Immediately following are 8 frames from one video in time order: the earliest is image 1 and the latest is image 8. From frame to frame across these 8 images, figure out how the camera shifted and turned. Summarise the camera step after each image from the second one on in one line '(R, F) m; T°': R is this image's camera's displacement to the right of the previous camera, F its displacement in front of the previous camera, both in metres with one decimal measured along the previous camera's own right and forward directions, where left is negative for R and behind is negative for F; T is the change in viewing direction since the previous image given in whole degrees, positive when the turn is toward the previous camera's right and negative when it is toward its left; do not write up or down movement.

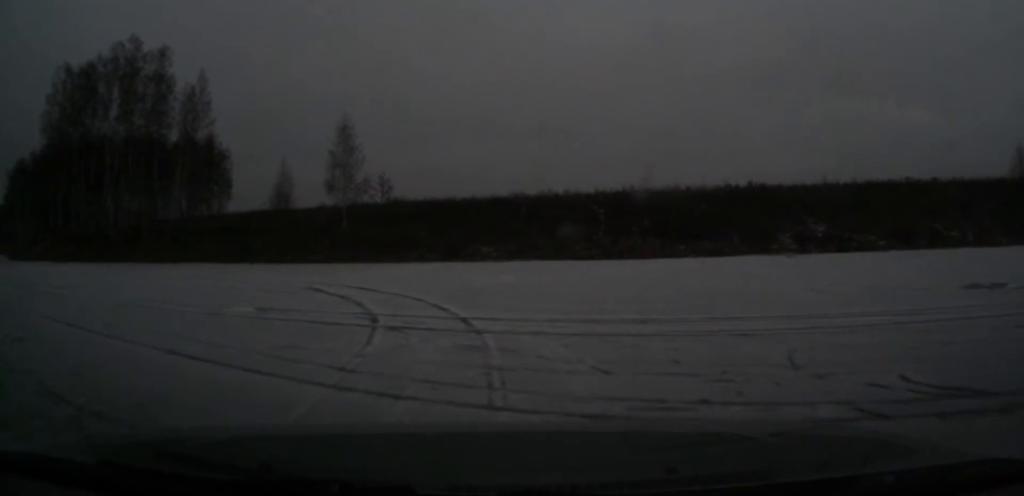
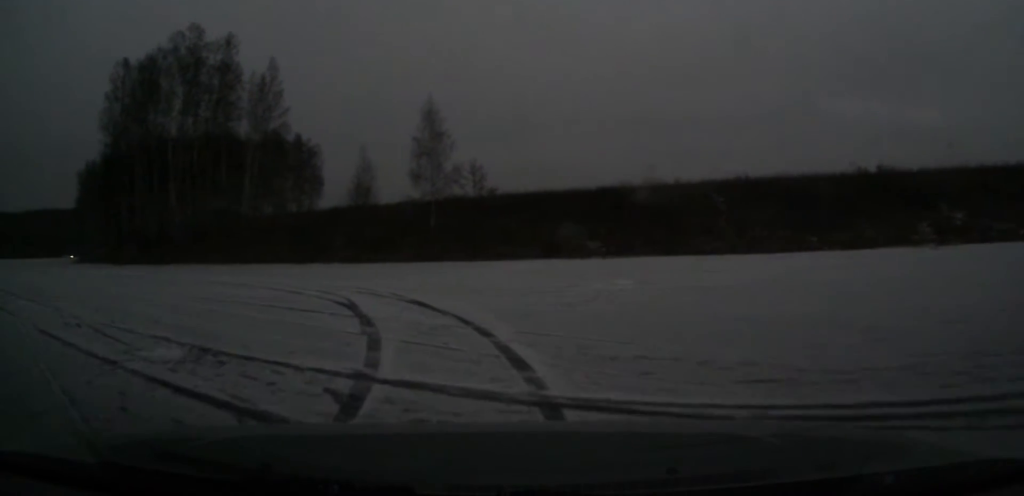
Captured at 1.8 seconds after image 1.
(-0.3, +6.6) m; -15°
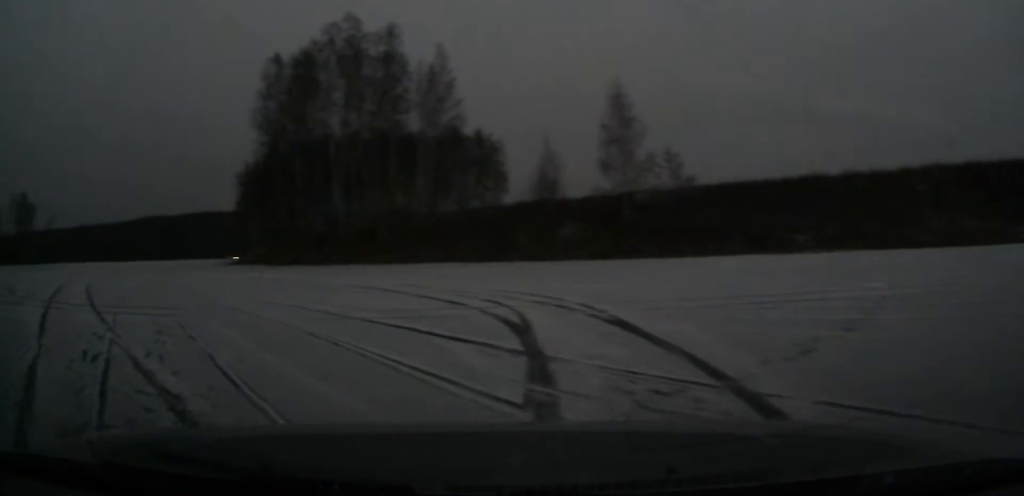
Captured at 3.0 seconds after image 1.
(-0.8, +4.4) m; -15°
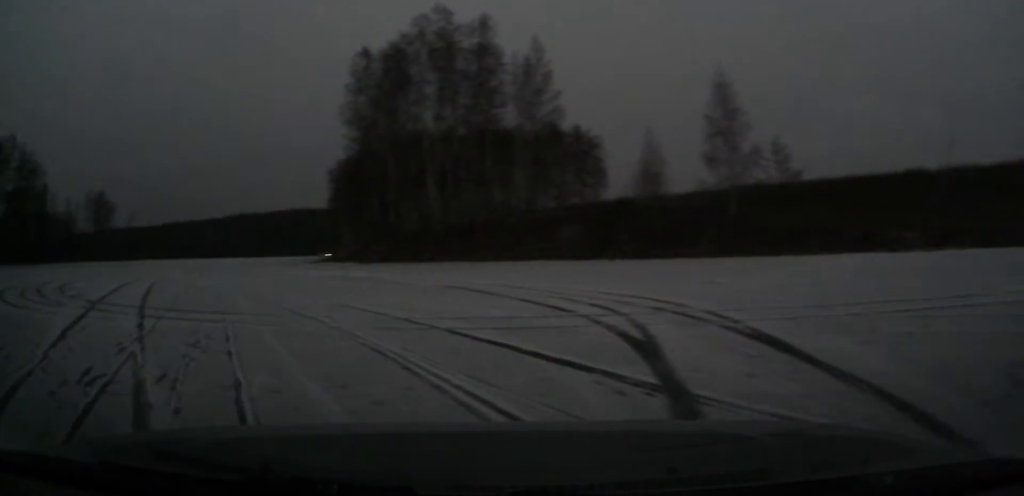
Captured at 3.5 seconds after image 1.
(+0.1, +2.0) m; -7°
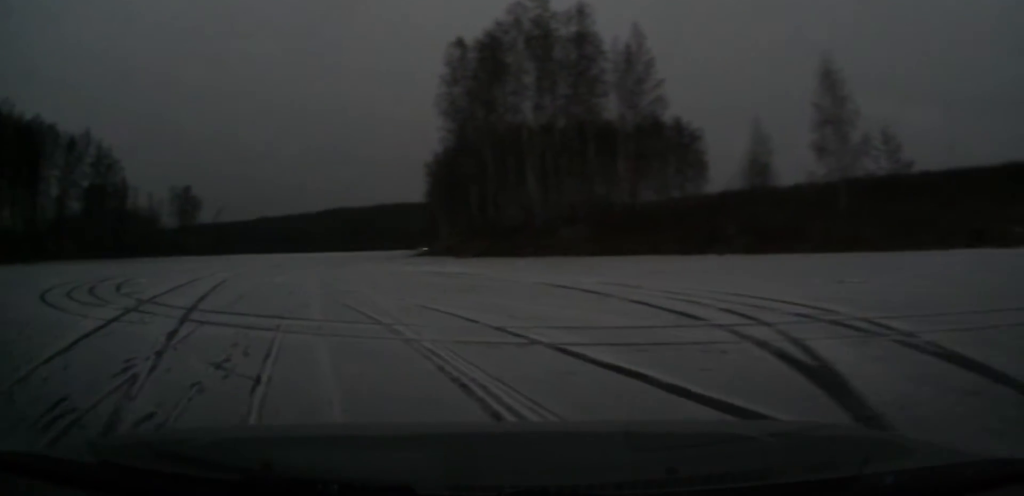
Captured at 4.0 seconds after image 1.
(-0.2, +2.0) m; -7°
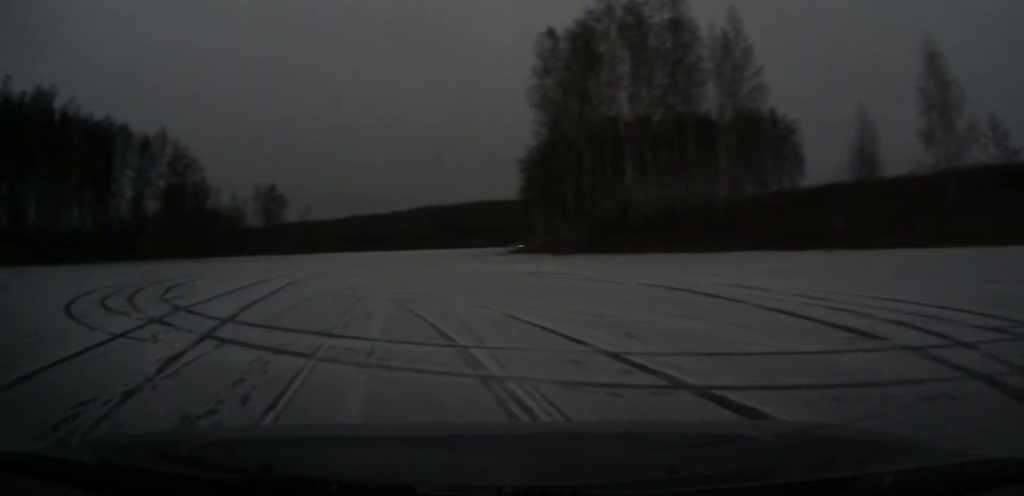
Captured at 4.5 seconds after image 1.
(-0.4, +2.3) m; -7°
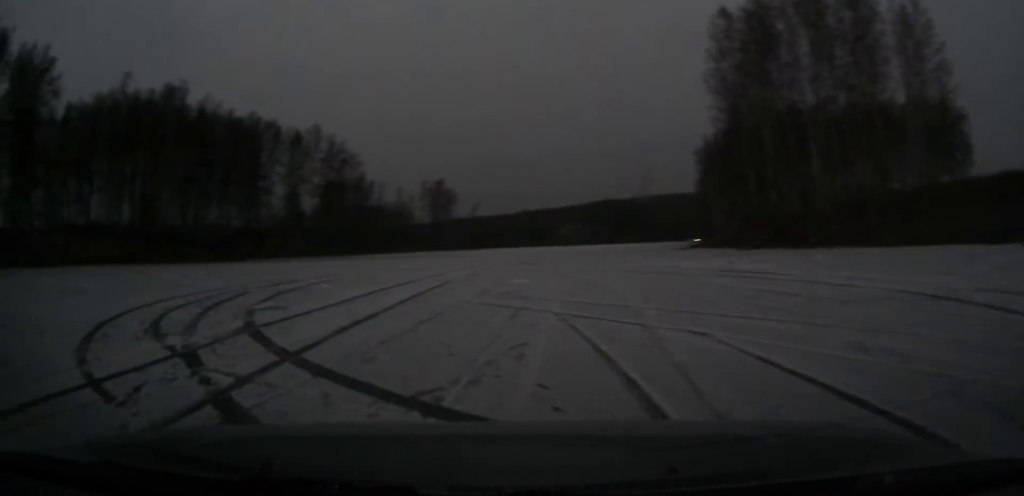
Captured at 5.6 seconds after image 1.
(-0.2, +4.5) m; -12°
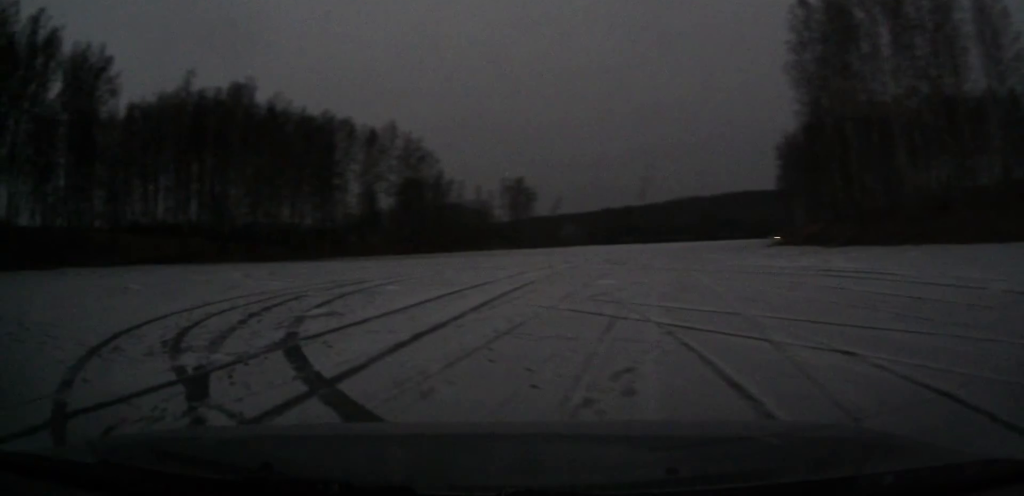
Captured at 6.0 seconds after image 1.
(-0.2, +1.9) m; -5°
